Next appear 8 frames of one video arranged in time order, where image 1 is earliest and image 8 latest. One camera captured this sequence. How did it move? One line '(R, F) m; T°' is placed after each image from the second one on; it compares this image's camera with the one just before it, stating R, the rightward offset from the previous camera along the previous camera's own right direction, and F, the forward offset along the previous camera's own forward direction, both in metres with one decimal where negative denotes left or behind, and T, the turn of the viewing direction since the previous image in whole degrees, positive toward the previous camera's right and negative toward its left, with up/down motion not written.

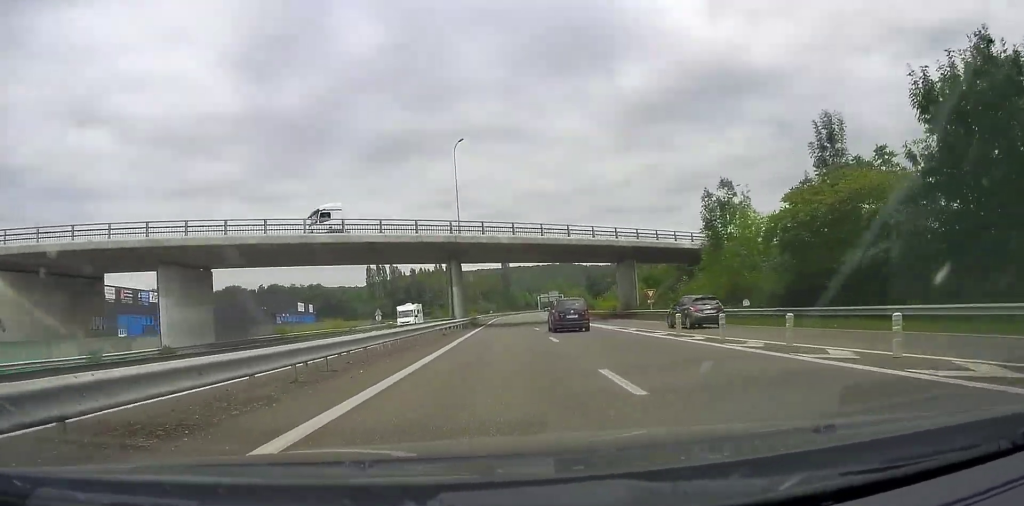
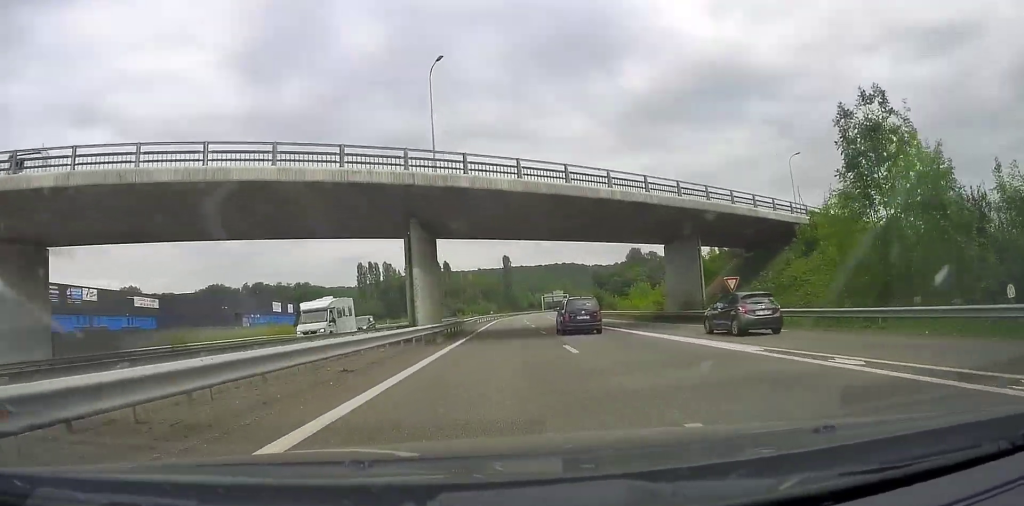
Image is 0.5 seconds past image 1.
(0.0, +18.6) m; 0°
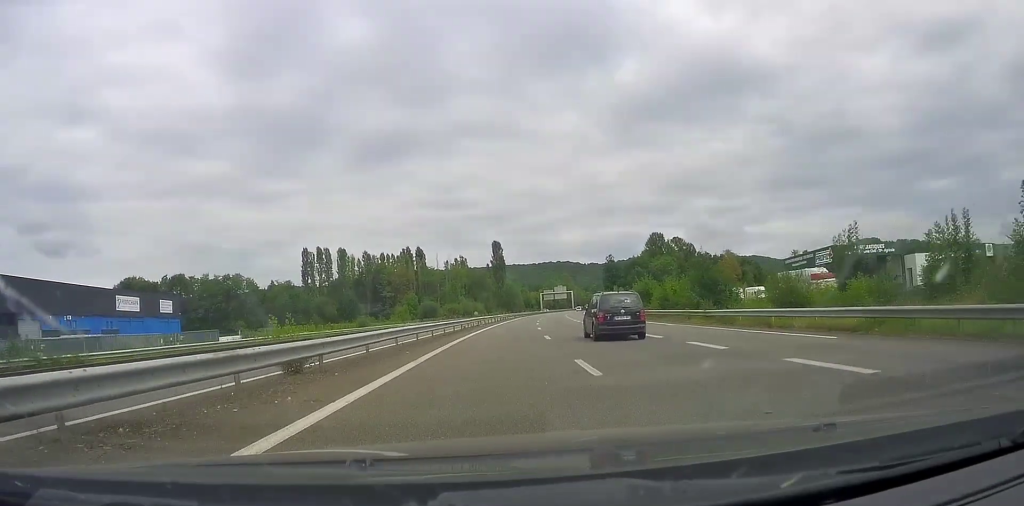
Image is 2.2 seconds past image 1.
(-0.6, +59.3) m; 0°
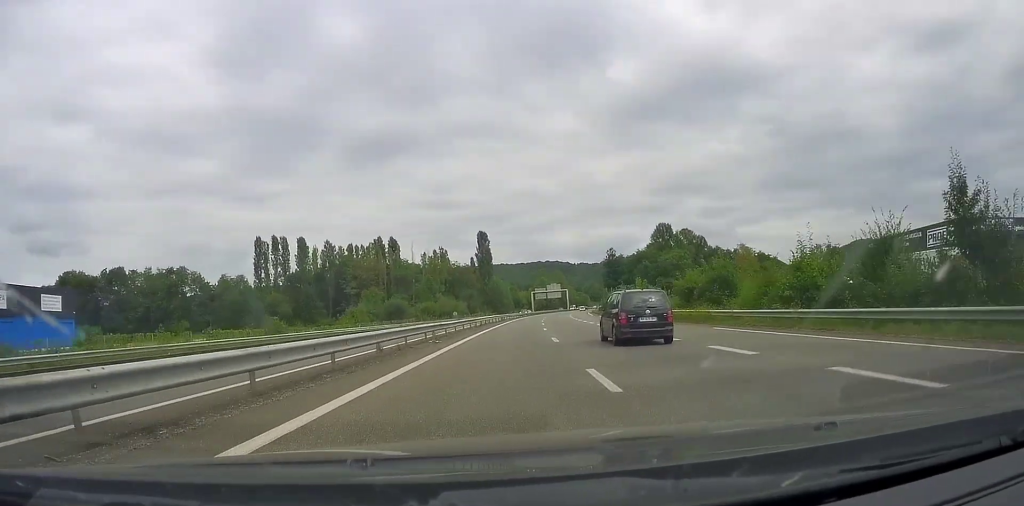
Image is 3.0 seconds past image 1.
(+0.8, +28.4) m; +1°
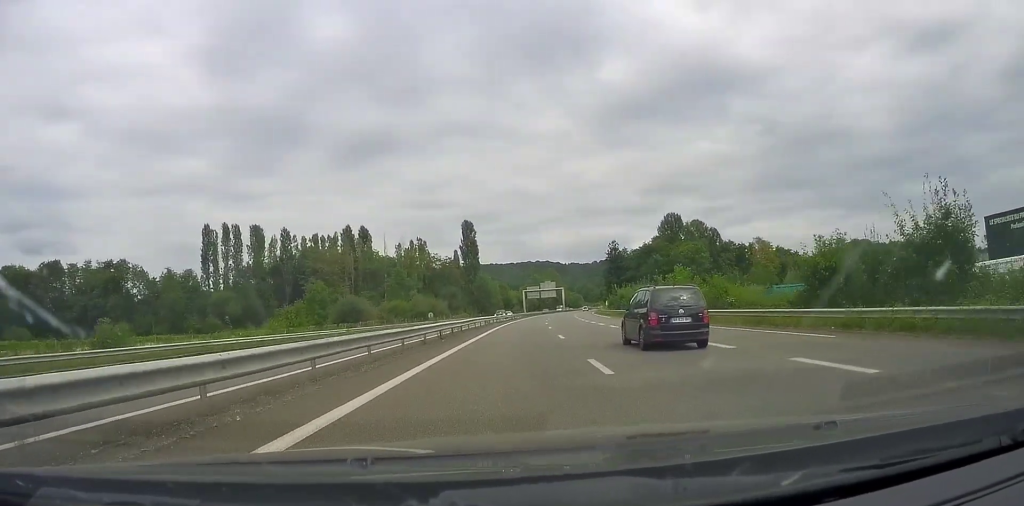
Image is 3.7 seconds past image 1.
(-0.3, +24.1) m; 0°
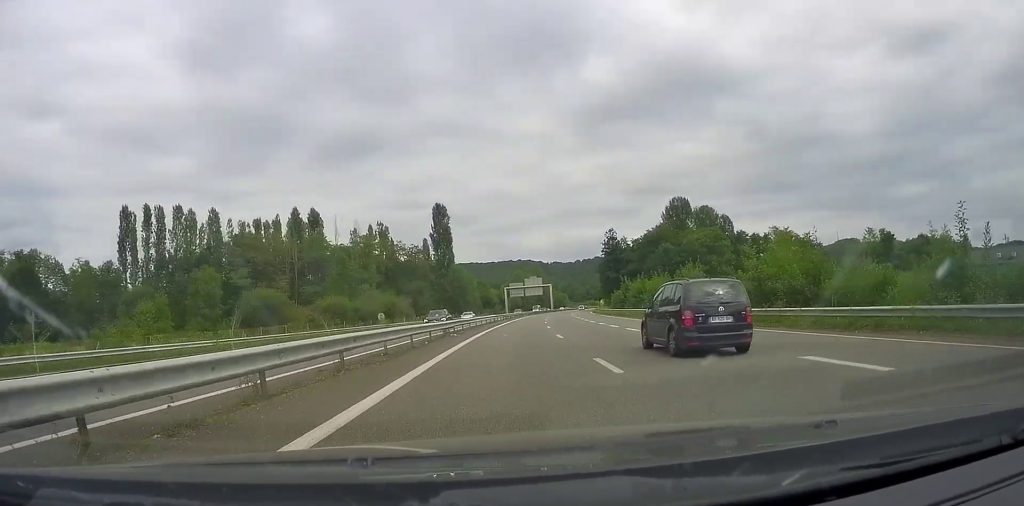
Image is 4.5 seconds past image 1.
(0.0, +26.3) m; +1°
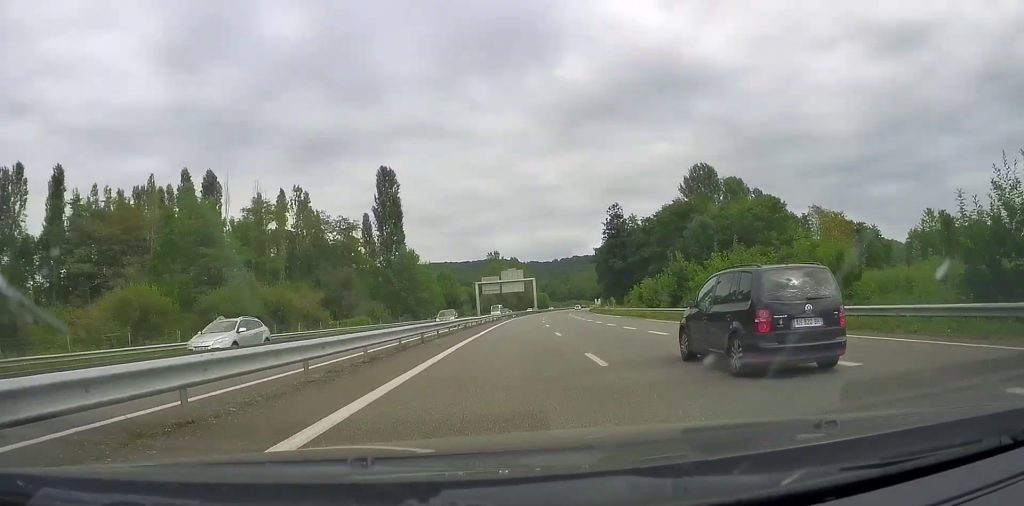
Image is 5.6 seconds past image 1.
(+0.7, +37.7) m; +3°
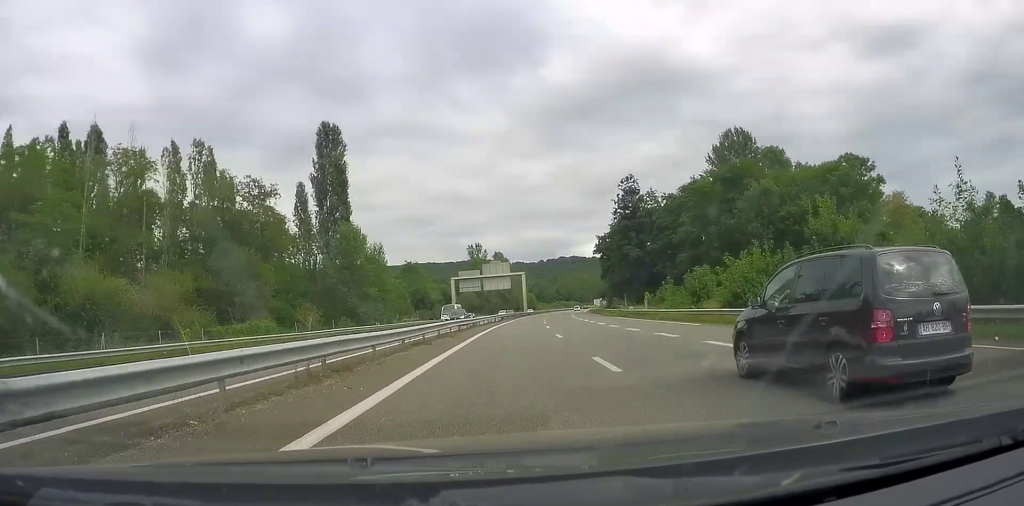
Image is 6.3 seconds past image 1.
(+0.4, +26.9) m; +2°
